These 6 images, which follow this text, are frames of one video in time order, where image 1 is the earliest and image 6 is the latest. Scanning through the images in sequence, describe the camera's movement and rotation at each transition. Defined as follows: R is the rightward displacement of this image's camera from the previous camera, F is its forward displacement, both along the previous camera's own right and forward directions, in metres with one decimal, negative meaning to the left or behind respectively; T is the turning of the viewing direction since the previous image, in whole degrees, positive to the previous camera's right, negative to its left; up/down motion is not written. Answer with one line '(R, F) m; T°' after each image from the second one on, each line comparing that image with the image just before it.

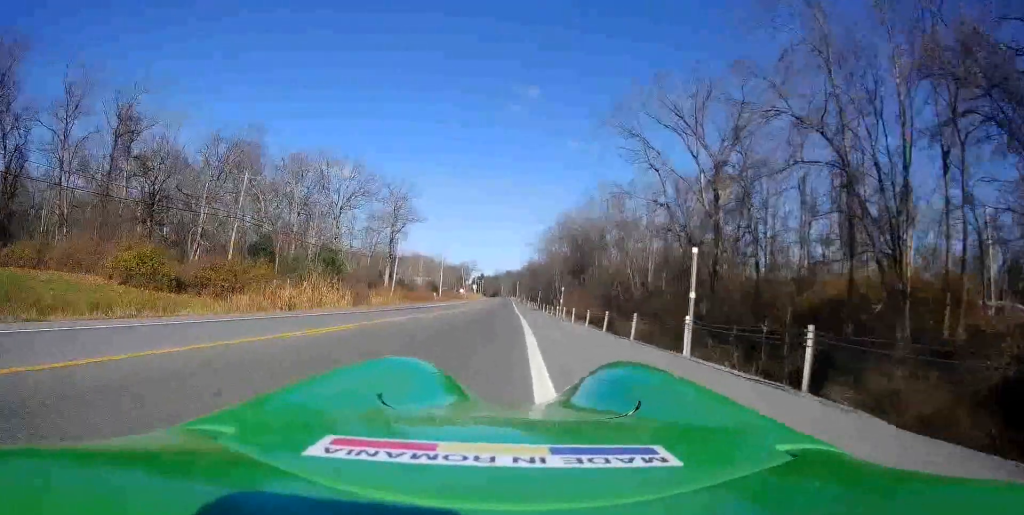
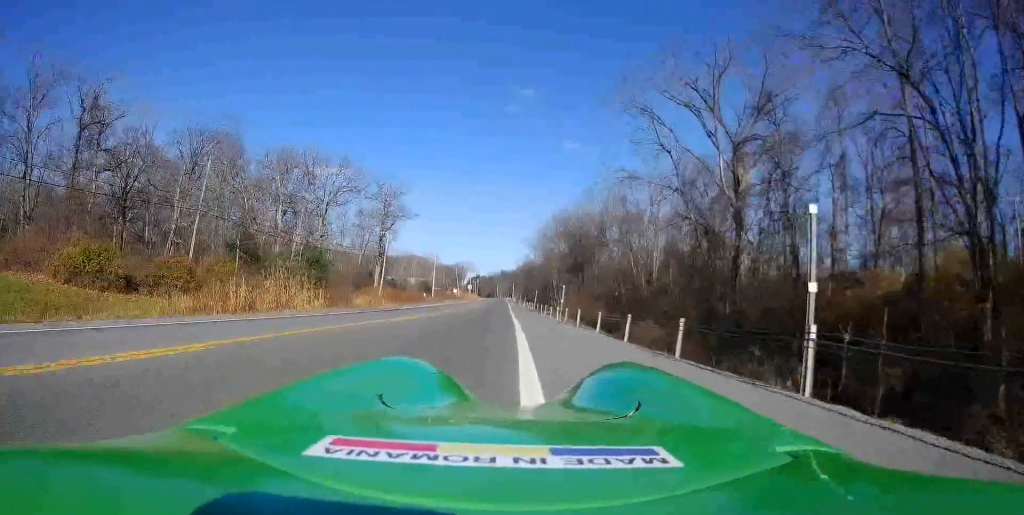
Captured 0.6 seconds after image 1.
(0.0, +5.2) m; 0°
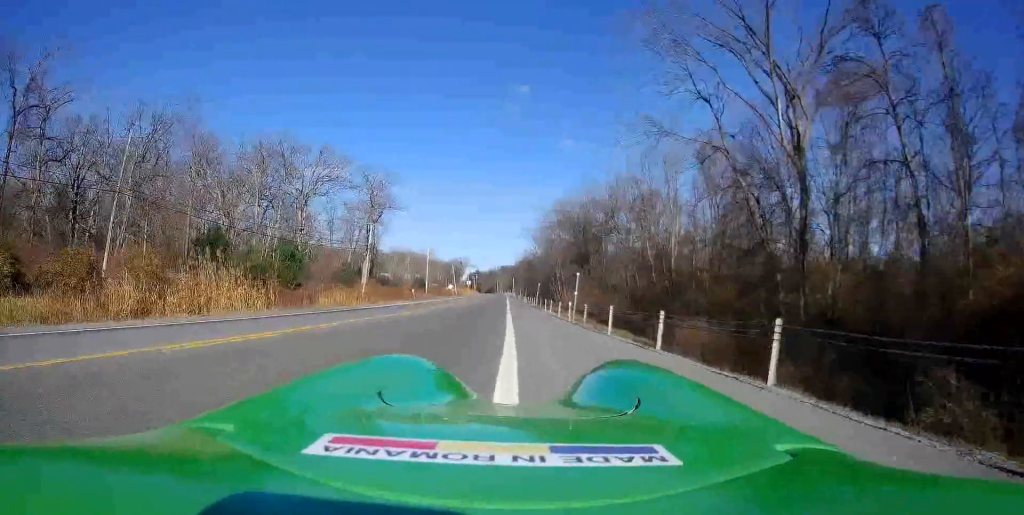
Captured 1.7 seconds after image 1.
(-0.2, +9.7) m; -1°
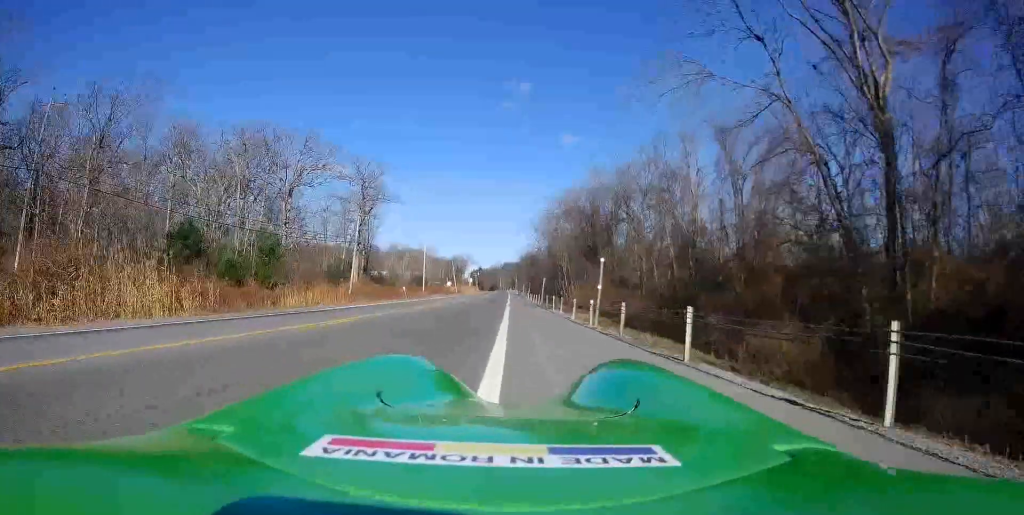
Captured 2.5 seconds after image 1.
(0.0, +7.5) m; 0°
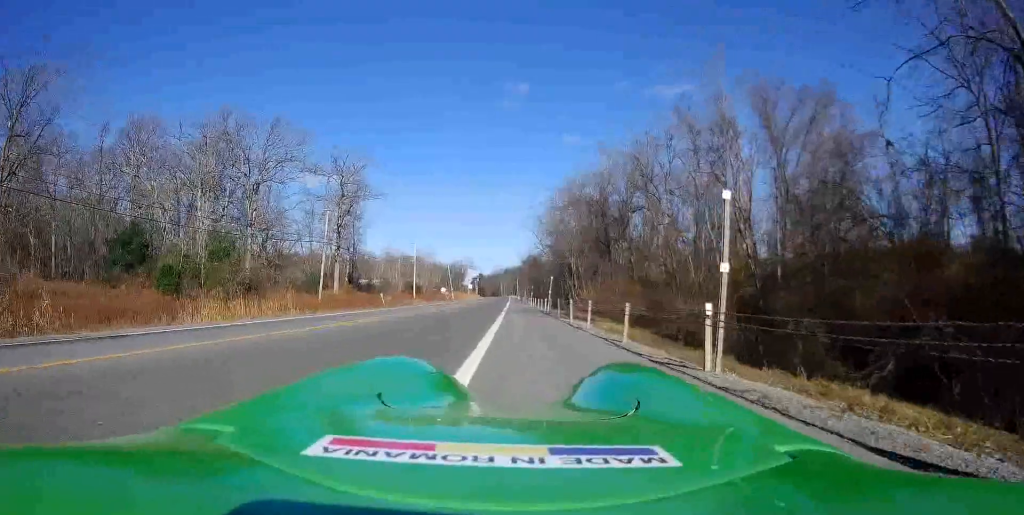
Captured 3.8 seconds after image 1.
(0.0, +11.7) m; +1°
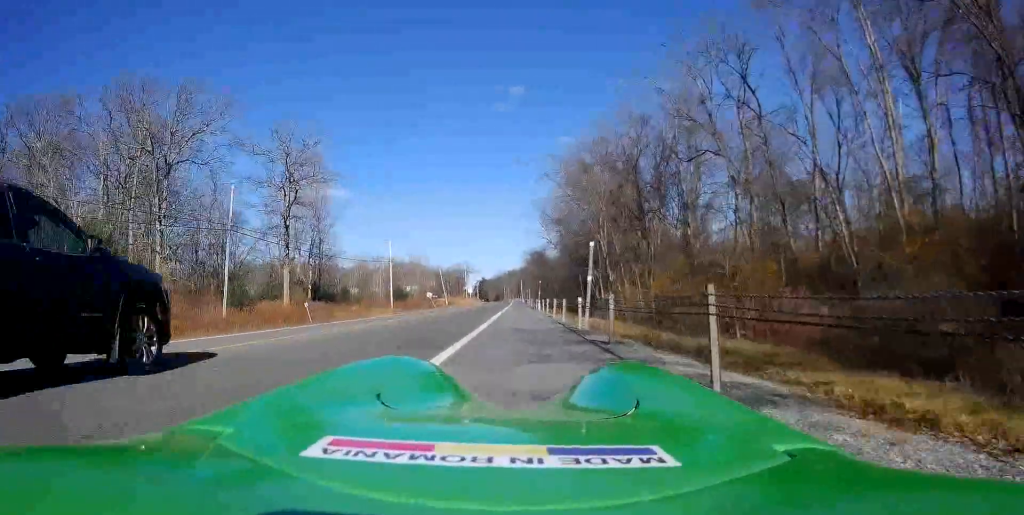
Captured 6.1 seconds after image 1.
(-0.2, +21.6) m; -3°
